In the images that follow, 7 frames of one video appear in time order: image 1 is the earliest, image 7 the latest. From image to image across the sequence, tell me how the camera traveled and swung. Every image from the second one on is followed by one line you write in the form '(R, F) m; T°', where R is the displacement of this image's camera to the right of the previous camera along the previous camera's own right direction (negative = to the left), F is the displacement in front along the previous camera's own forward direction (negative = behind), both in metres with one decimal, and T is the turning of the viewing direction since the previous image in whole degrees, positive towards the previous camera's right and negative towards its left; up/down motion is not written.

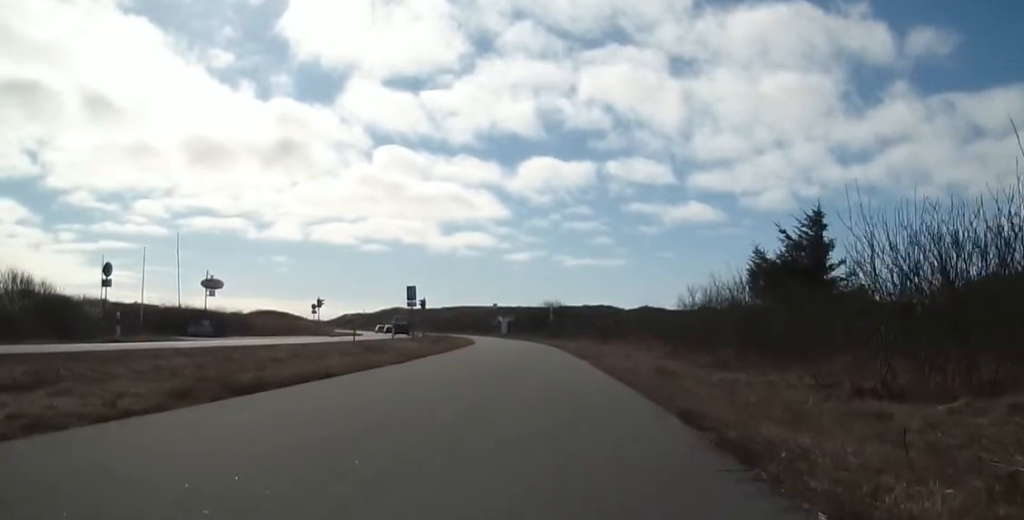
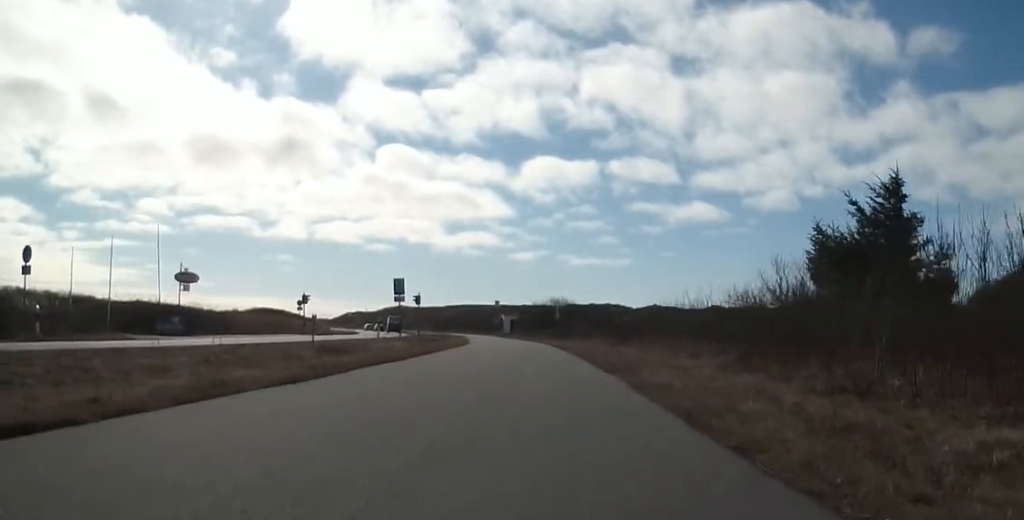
(+0.5, +6.0) m; -1°
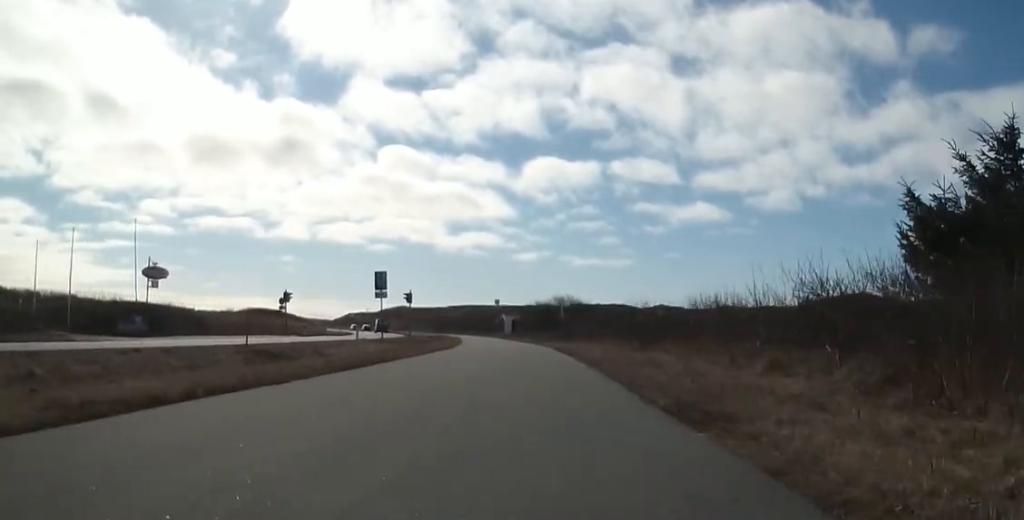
(-0.6, +5.9) m; -6°
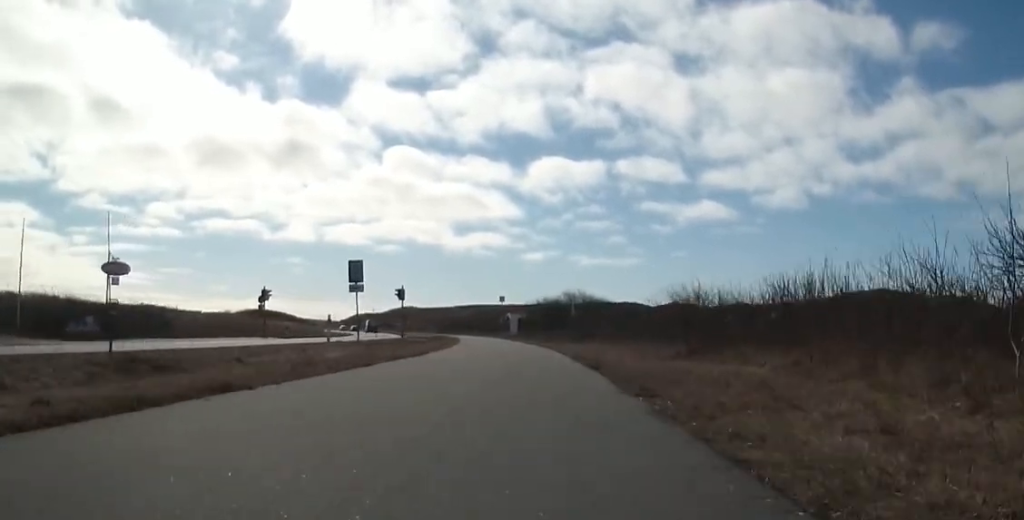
(0.0, +6.7) m; 0°
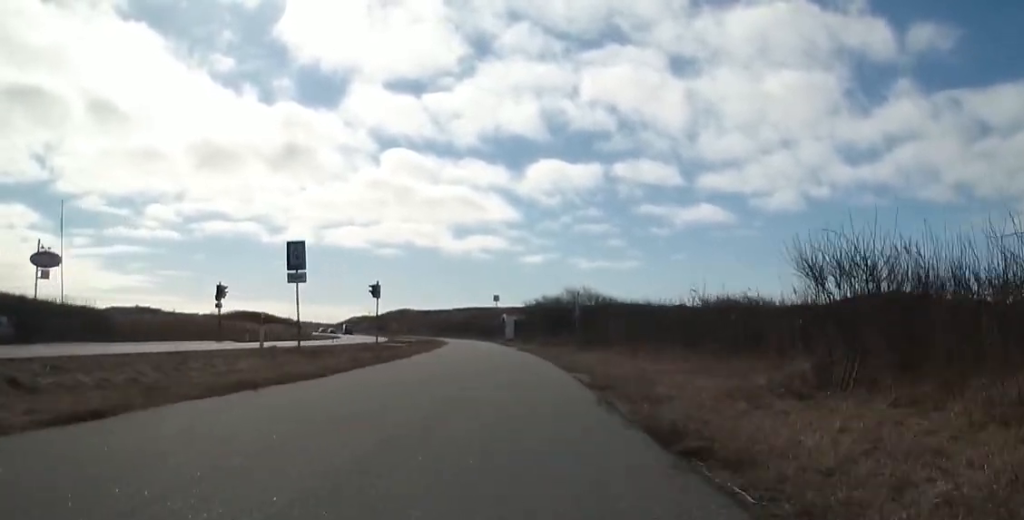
(0.0, +7.6) m; 0°
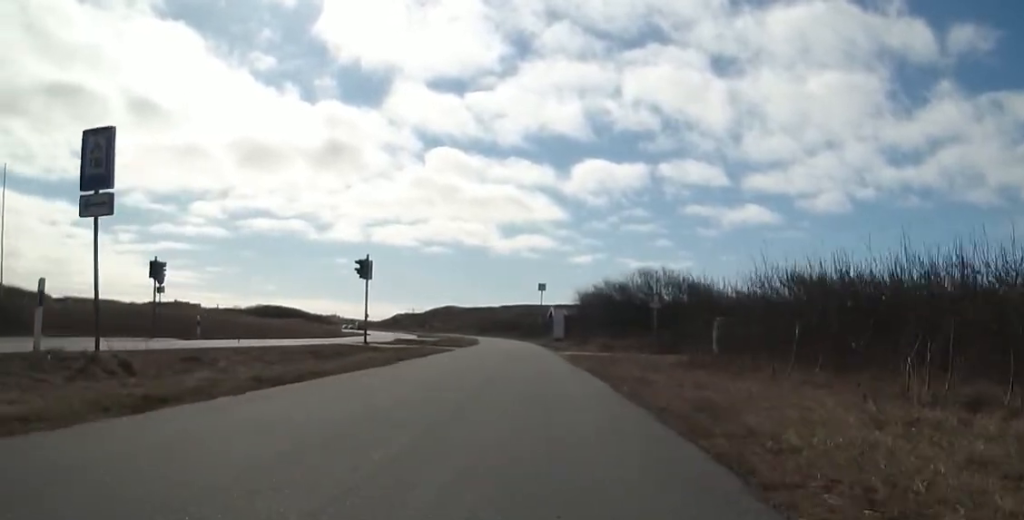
(0.0, +13.9) m; 0°
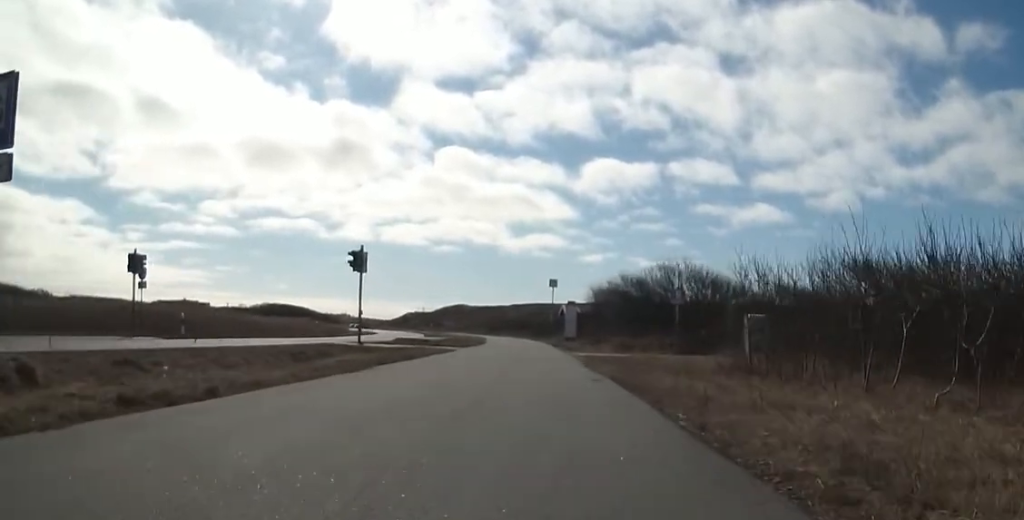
(0.0, +3.0) m; 0°
